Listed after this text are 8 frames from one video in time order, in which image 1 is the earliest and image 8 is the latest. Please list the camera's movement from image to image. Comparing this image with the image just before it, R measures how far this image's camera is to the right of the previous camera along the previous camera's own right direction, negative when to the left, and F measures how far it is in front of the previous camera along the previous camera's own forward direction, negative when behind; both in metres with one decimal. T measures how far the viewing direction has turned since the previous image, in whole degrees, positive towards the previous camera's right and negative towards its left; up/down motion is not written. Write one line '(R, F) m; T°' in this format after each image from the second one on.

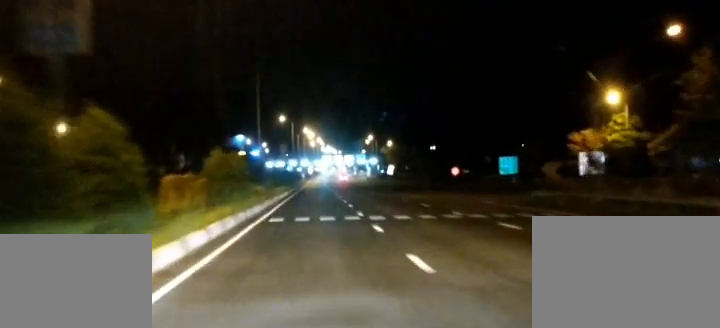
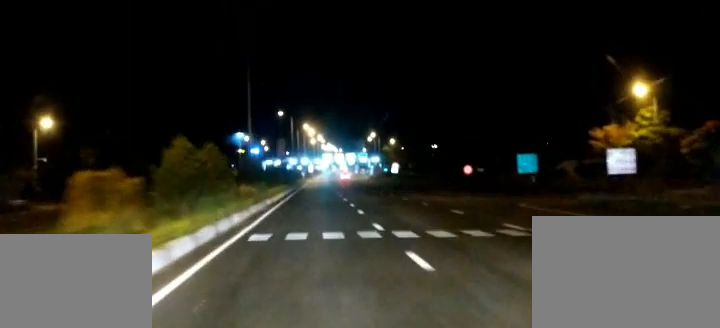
(+0.1, +8.6) m; 0°
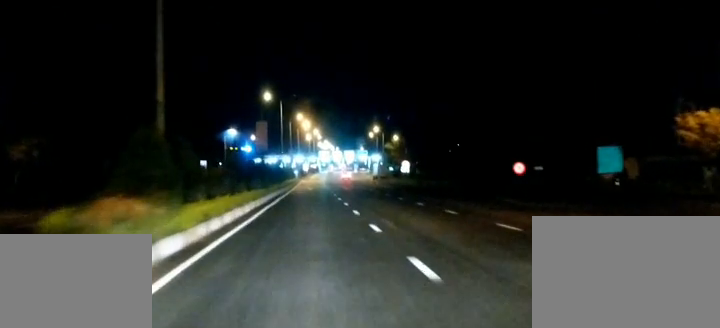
(0.0, +25.5) m; 0°
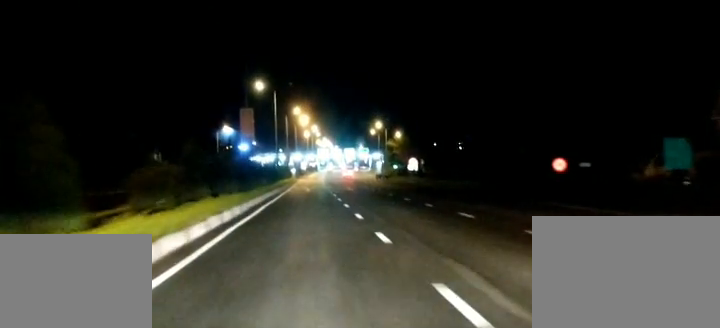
(0.0, +12.0) m; 0°
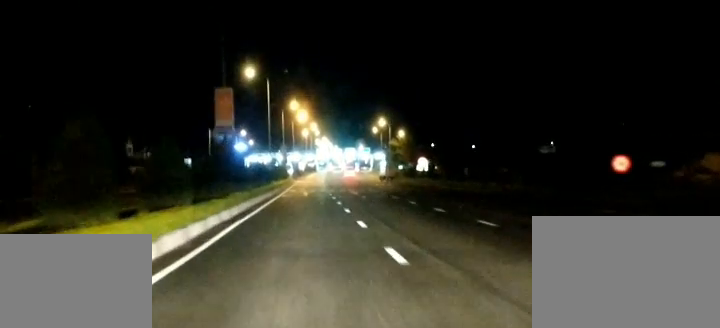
(0.0, +11.4) m; +1°
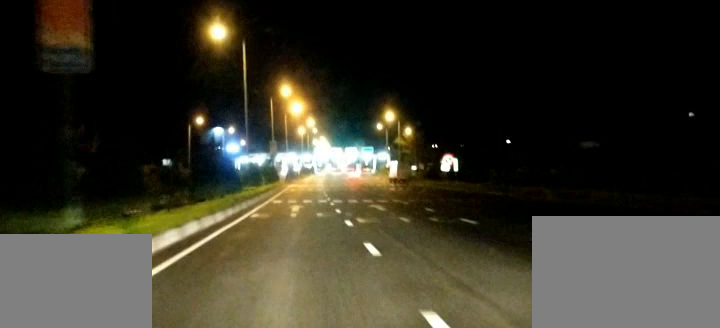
(+0.5, +24.1) m; +2°
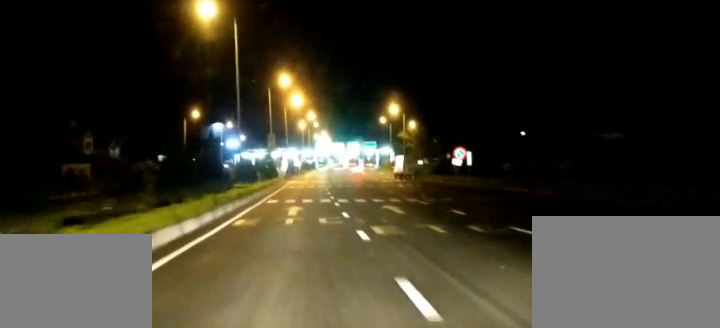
(0.0, +6.1) m; -1°
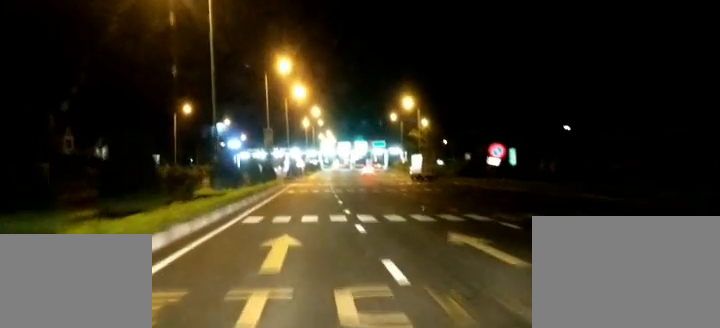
(-0.3, +14.5) m; -3°
